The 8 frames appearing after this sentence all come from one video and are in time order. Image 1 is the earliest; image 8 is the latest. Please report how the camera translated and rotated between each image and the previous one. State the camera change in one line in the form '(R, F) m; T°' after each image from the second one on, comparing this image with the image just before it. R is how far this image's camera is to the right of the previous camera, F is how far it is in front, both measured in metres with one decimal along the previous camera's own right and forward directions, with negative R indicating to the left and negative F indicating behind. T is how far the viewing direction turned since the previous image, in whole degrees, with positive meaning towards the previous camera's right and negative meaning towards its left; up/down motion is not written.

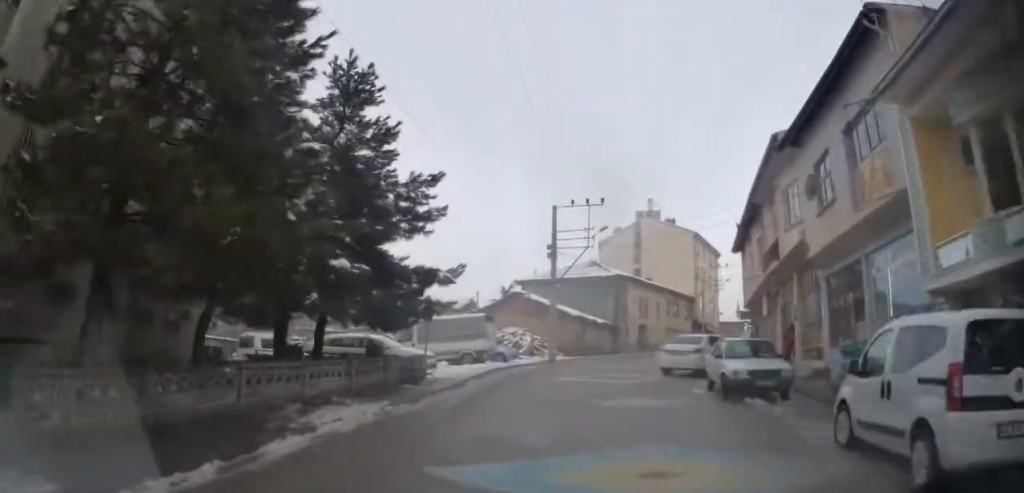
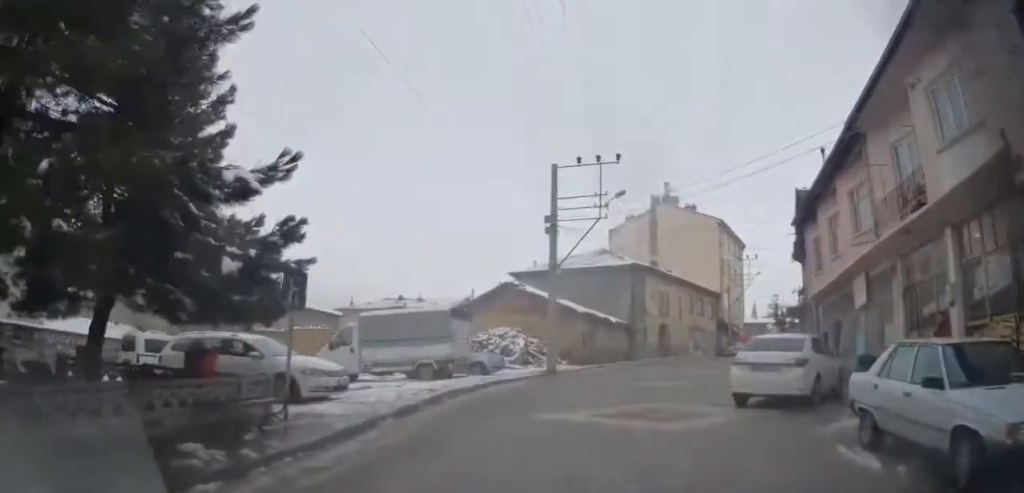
(0.0, +8.2) m; 0°
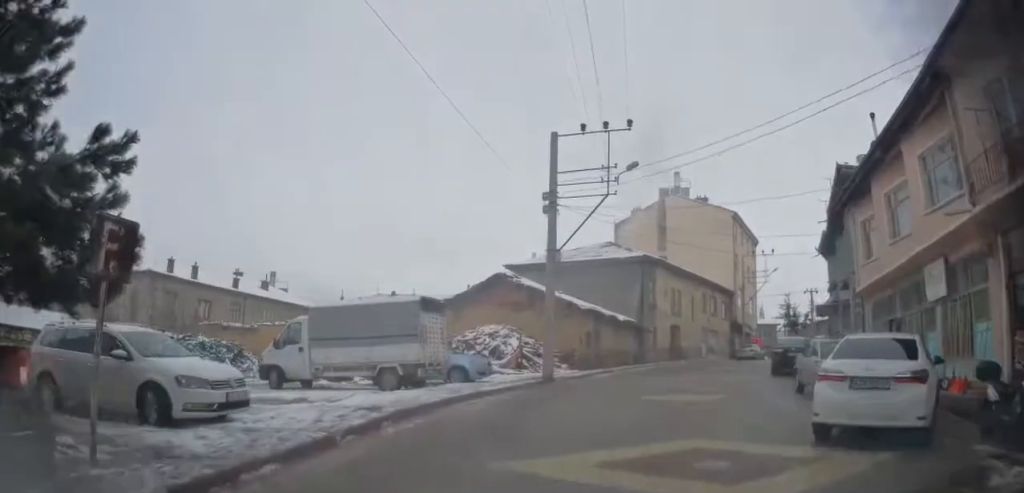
(-0.1, +4.0) m; 0°
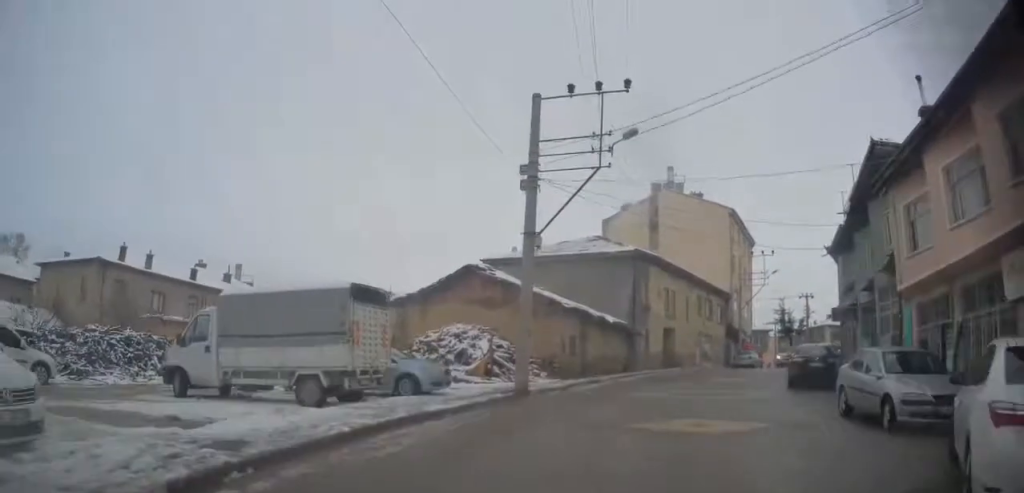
(0.0, +3.7) m; +1°
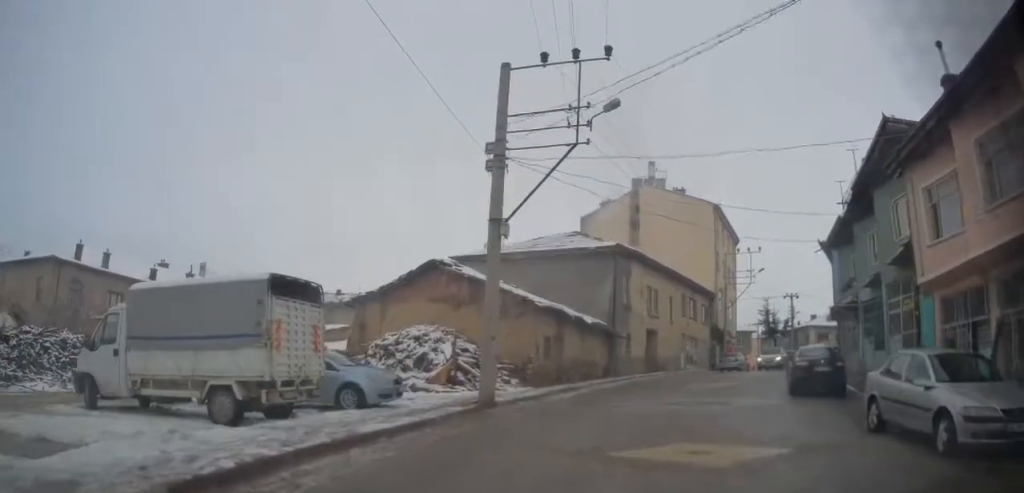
(0.0, +2.5) m; +1°
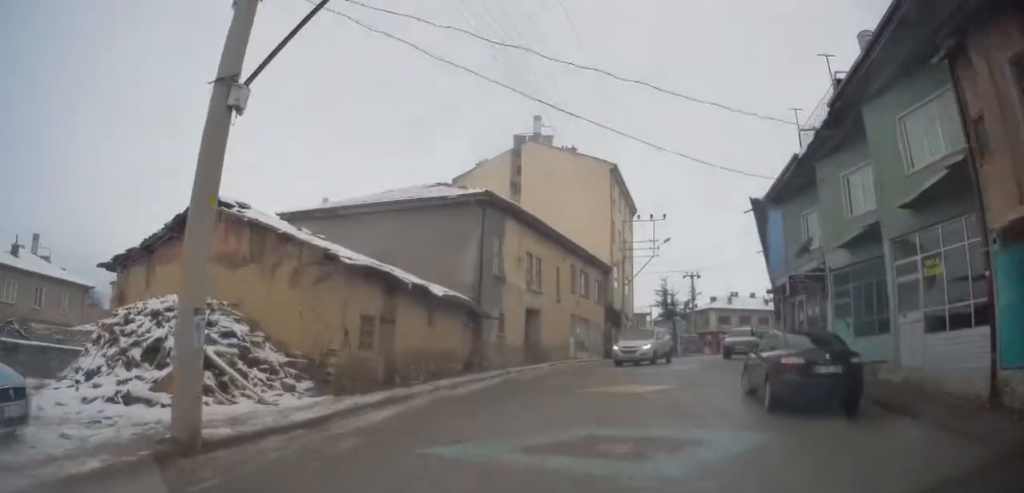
(+0.3, +9.0) m; +1°
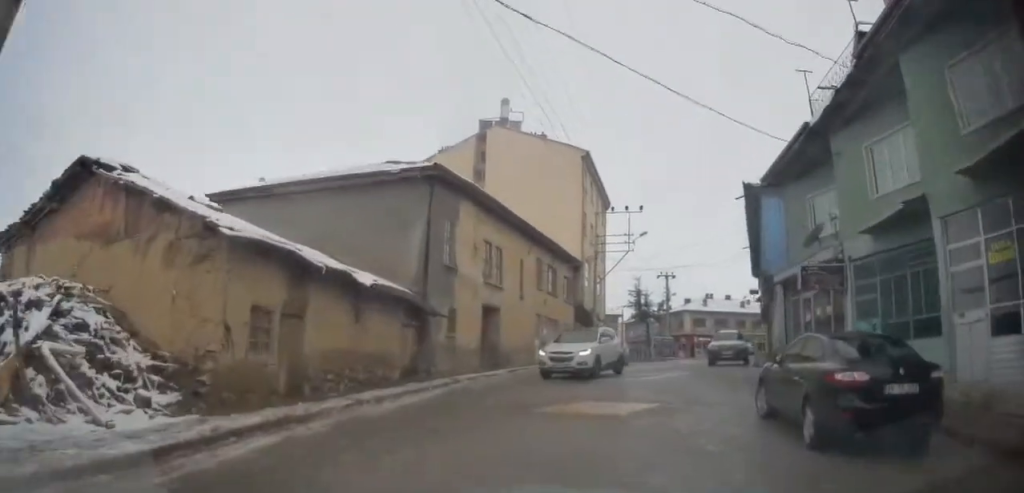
(0.0, +4.1) m; -2°
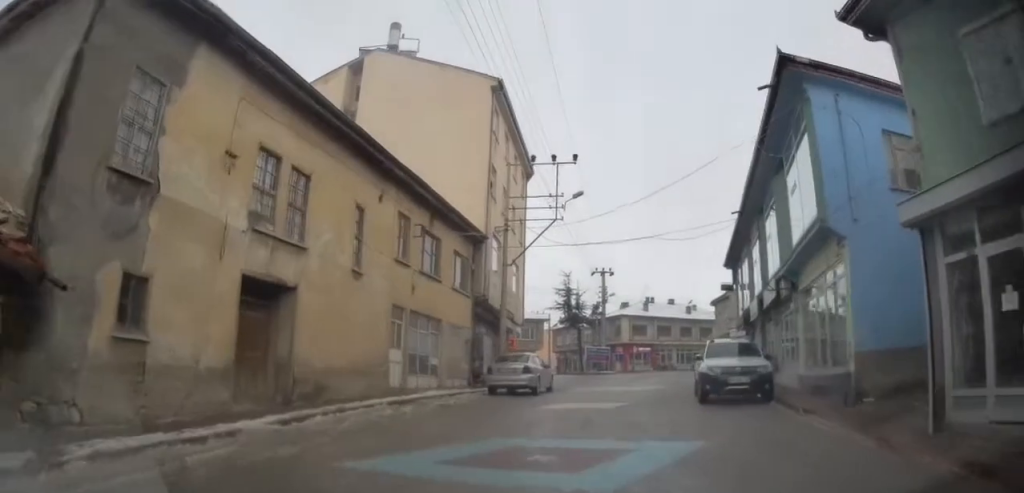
(+0.8, +13.3) m; +12°
